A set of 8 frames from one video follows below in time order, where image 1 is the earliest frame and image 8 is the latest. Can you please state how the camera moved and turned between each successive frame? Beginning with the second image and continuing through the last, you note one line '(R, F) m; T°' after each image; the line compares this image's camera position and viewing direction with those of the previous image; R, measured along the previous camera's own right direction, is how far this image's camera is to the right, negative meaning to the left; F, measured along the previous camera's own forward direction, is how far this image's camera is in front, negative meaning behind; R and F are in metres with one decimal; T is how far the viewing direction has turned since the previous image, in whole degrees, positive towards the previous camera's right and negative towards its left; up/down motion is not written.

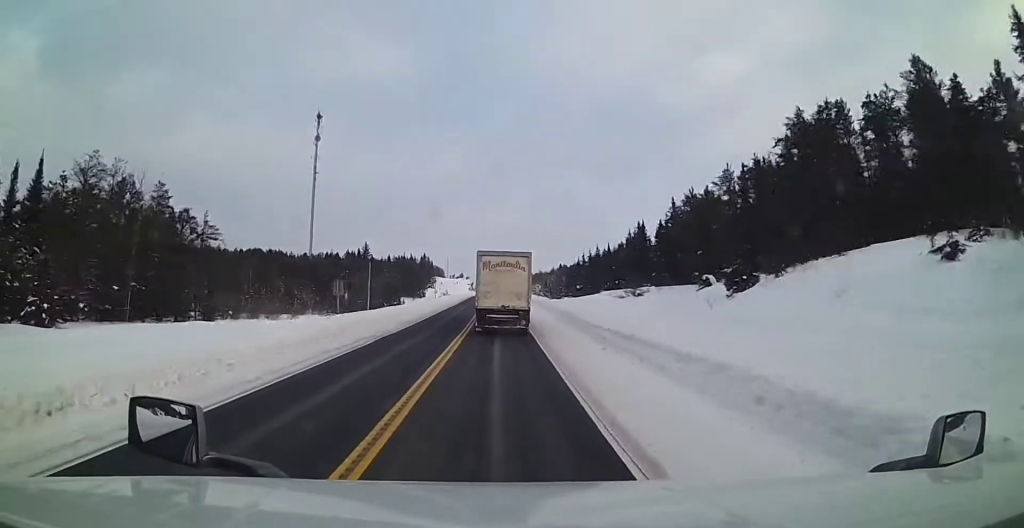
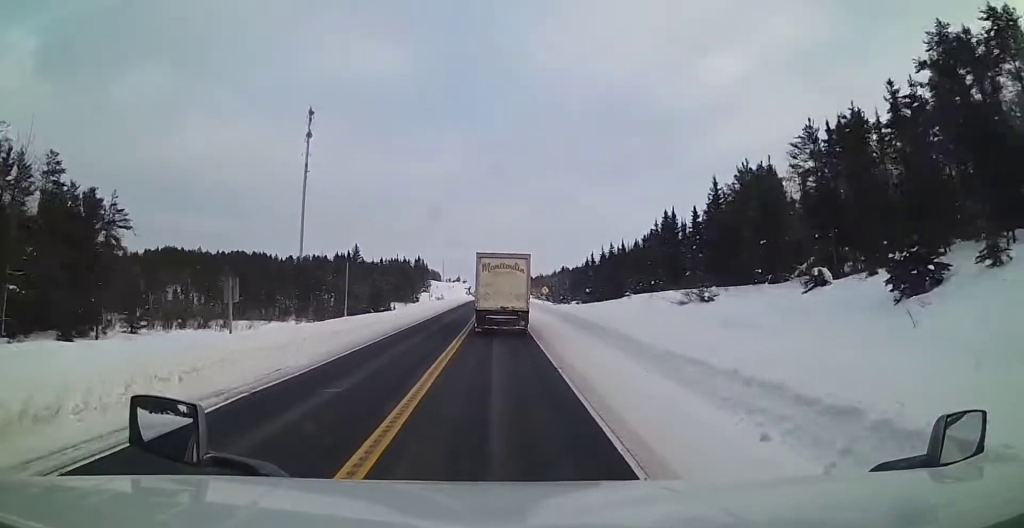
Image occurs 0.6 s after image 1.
(0.0, +14.3) m; 0°
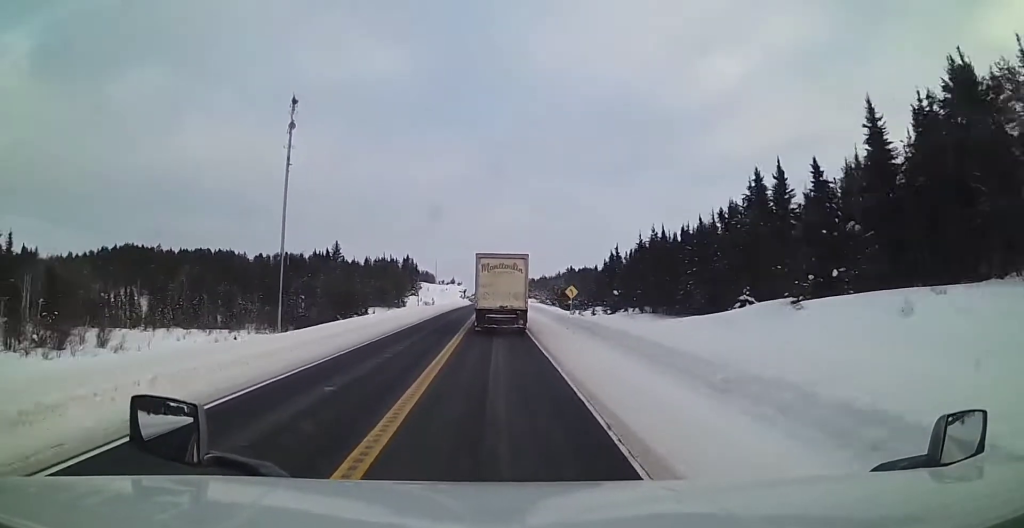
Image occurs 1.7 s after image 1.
(0.0, +26.0) m; -1°
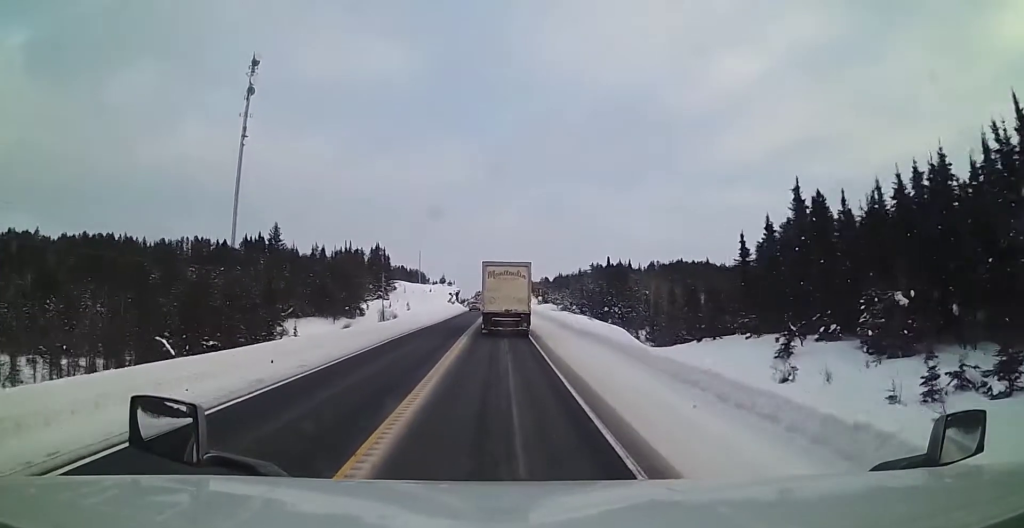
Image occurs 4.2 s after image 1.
(-1.3, +58.0) m; -1°
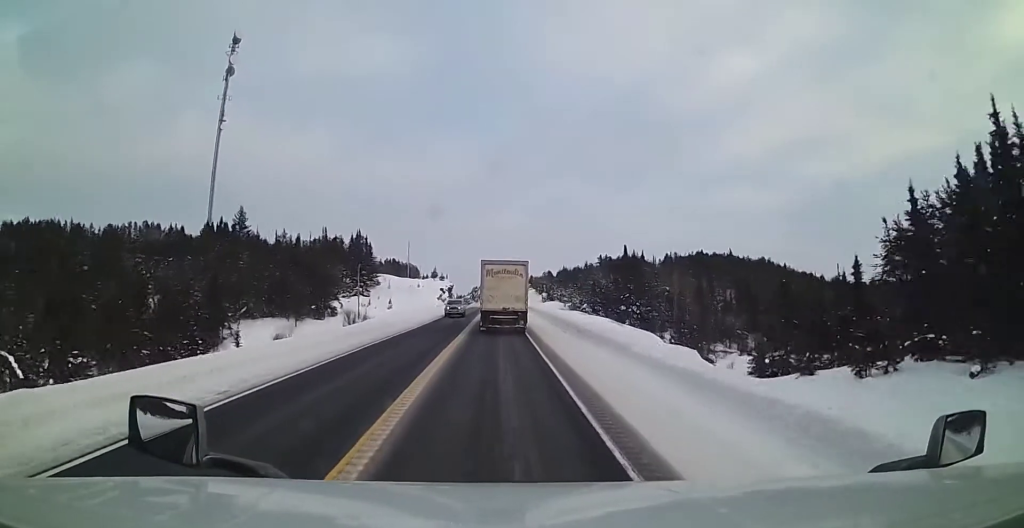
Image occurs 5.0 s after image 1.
(+0.2, +18.5) m; 0°
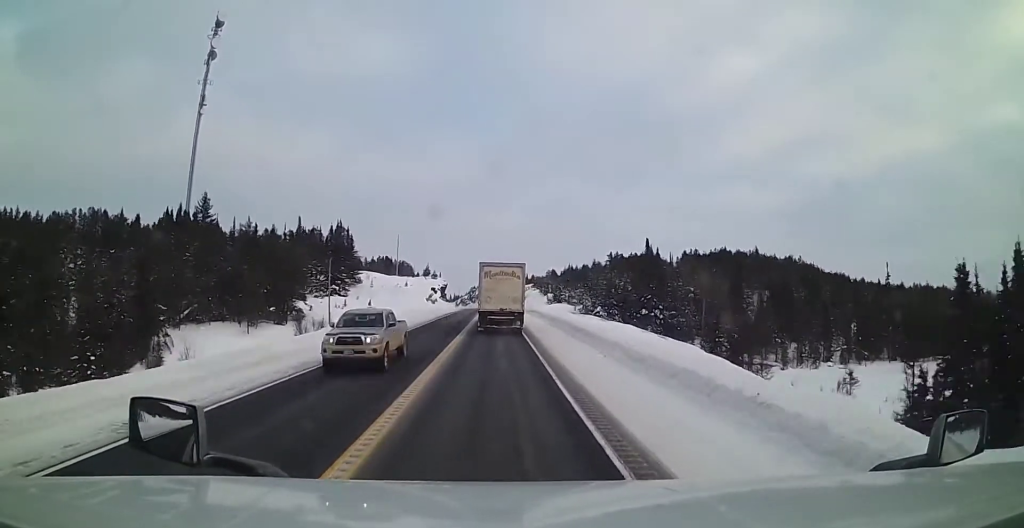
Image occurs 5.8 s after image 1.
(-0.1, +15.8) m; 0°
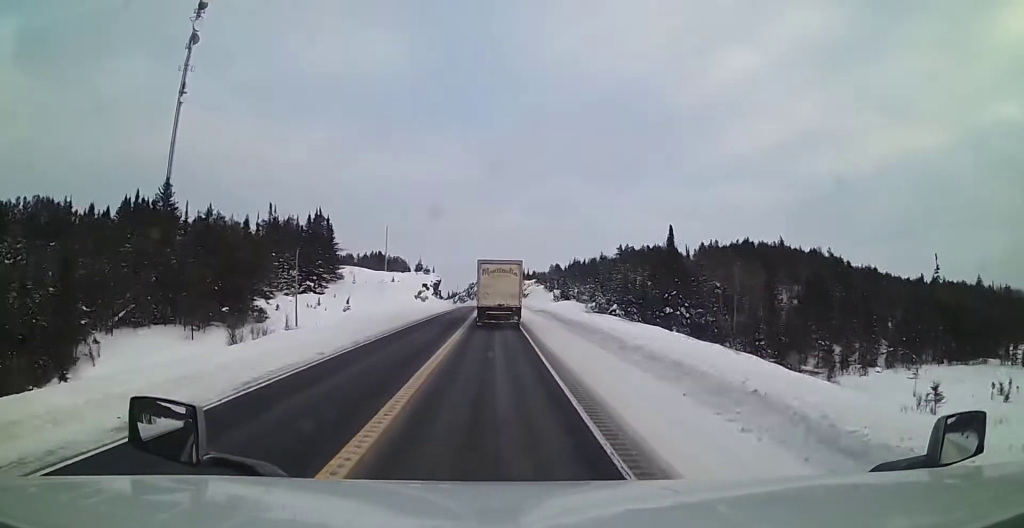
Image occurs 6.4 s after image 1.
(-0.2, +12.7) m; 0°
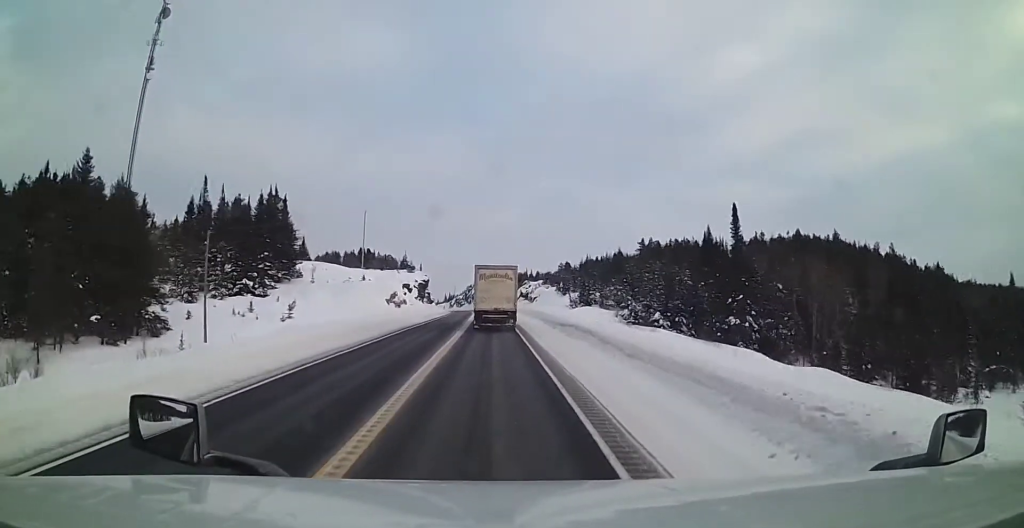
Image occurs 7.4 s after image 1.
(+0.4, +20.7) m; 0°
